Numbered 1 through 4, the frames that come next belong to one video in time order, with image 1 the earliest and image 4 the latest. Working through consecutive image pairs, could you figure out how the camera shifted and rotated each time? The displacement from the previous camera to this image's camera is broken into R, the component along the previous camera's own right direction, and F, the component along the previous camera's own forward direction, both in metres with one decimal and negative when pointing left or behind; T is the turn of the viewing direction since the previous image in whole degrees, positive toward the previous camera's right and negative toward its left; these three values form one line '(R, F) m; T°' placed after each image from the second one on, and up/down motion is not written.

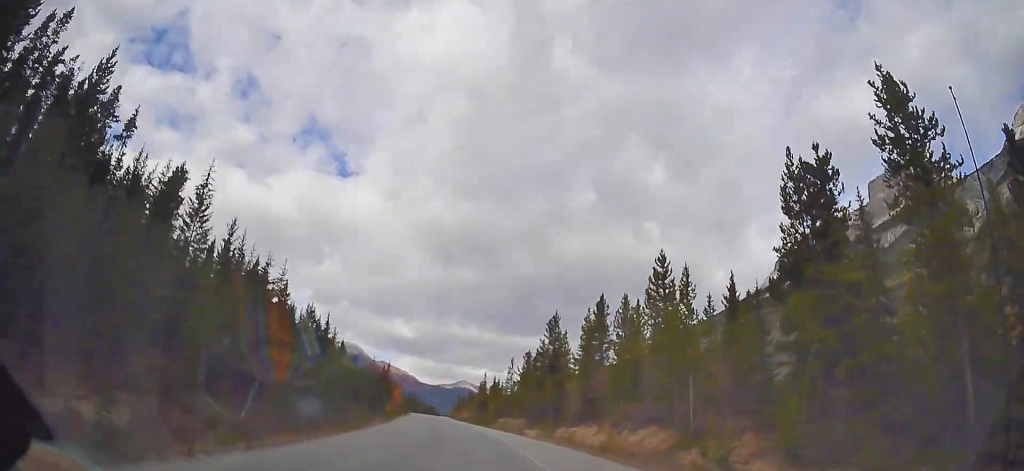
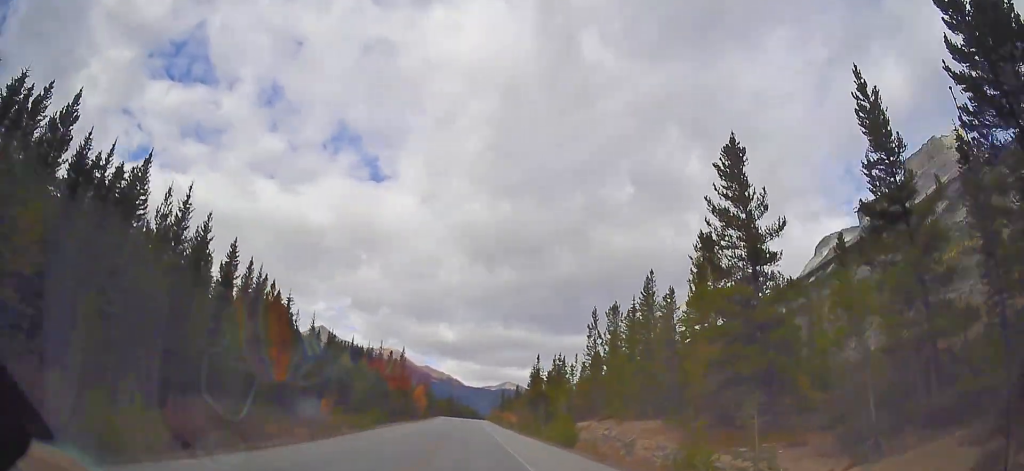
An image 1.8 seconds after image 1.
(-1.5, +47.0) m; -4°
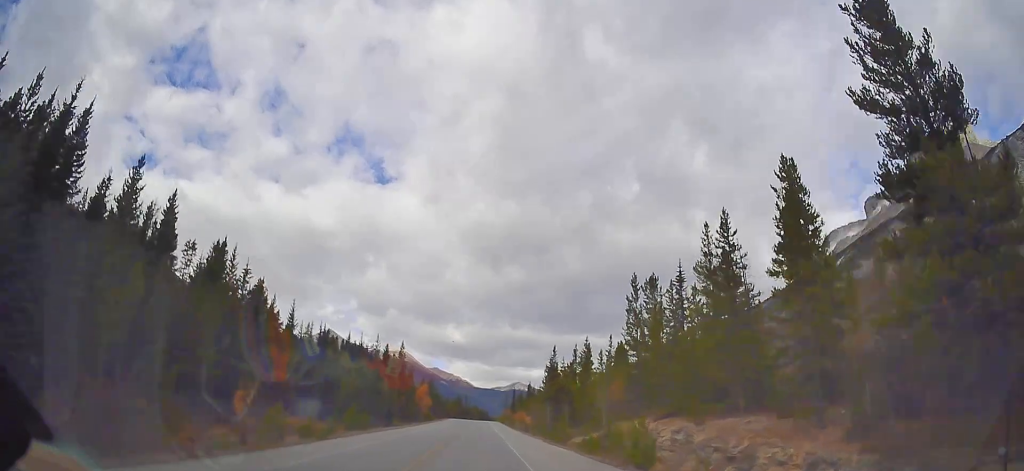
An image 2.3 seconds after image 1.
(-0.4, +13.8) m; -1°
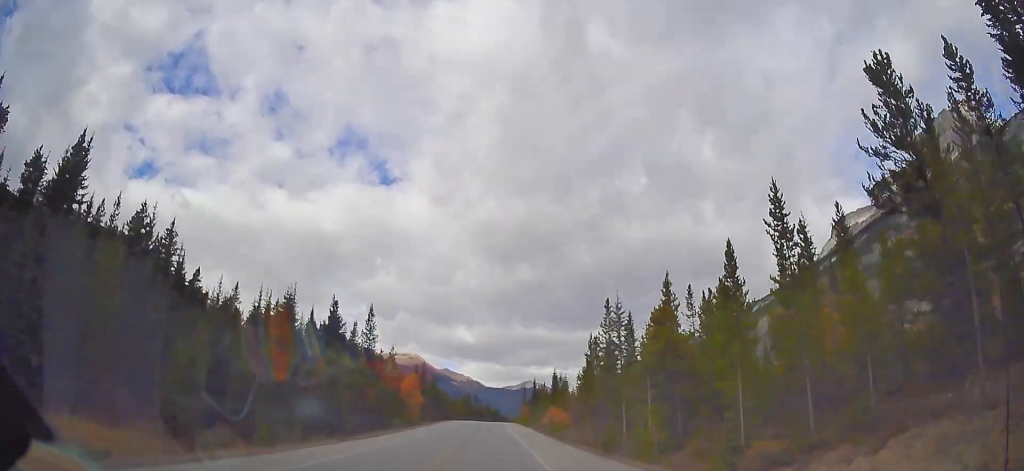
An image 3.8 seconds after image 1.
(-0.5, +37.1) m; -1°
